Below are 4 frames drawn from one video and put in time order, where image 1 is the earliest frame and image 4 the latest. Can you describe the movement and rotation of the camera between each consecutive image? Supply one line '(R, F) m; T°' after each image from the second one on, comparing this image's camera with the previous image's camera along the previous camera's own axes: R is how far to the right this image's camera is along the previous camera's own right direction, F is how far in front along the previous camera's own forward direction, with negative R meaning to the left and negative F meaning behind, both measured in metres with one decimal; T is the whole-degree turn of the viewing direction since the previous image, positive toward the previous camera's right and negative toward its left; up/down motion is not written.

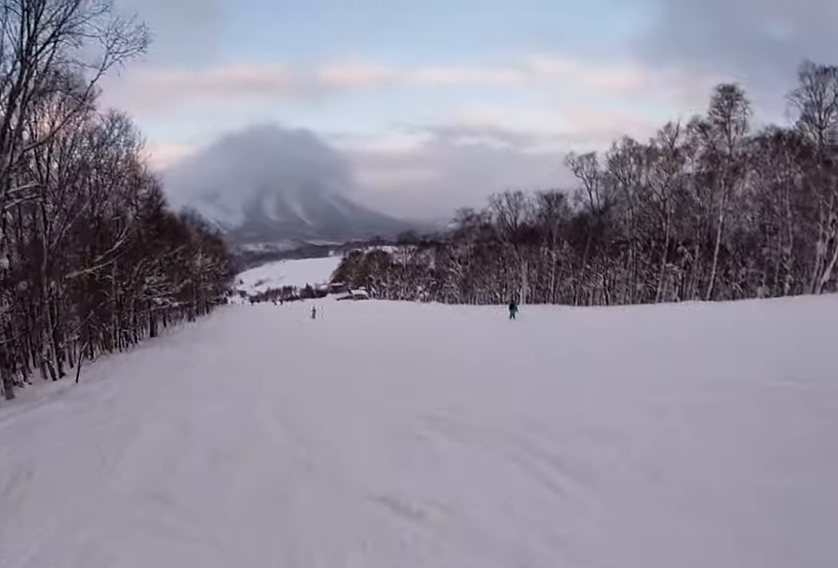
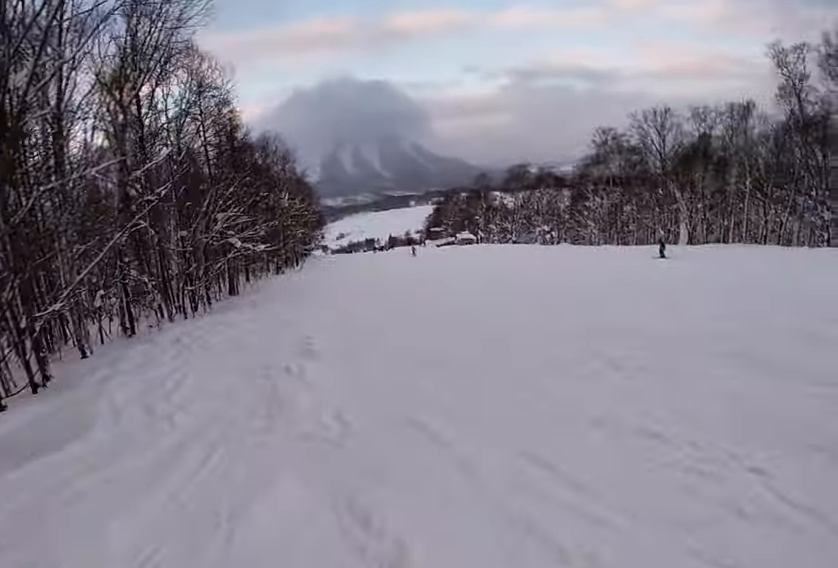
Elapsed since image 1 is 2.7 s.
(-3.3, +14.8) m; -2°
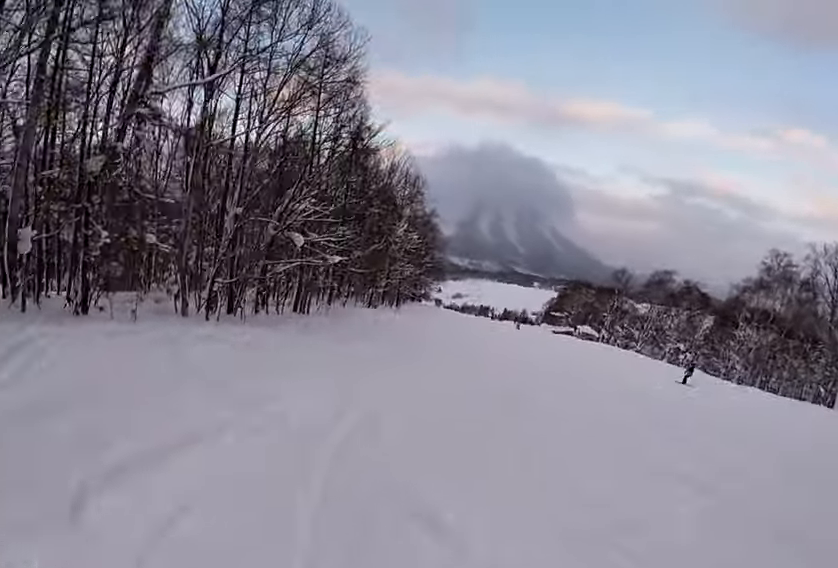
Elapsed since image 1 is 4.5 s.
(+1.2, +8.9) m; -6°
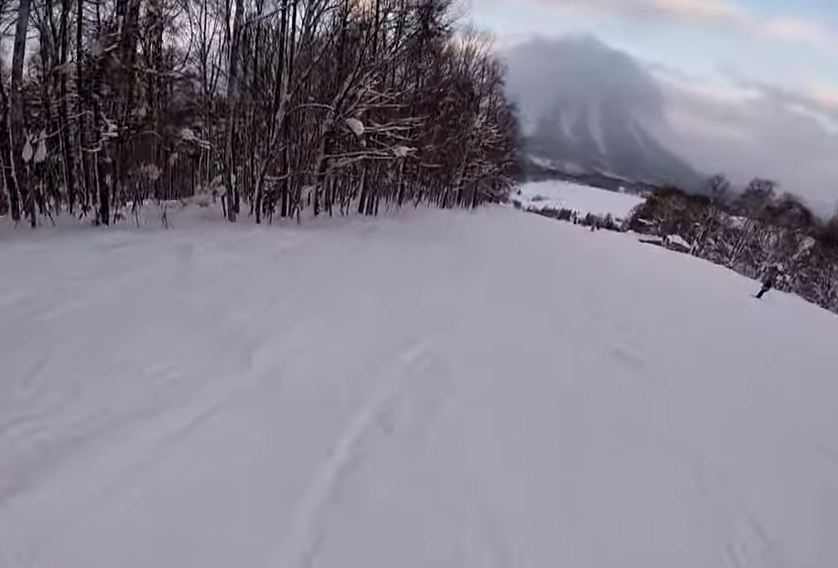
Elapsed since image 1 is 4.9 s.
(+0.3, +2.1) m; -10°
